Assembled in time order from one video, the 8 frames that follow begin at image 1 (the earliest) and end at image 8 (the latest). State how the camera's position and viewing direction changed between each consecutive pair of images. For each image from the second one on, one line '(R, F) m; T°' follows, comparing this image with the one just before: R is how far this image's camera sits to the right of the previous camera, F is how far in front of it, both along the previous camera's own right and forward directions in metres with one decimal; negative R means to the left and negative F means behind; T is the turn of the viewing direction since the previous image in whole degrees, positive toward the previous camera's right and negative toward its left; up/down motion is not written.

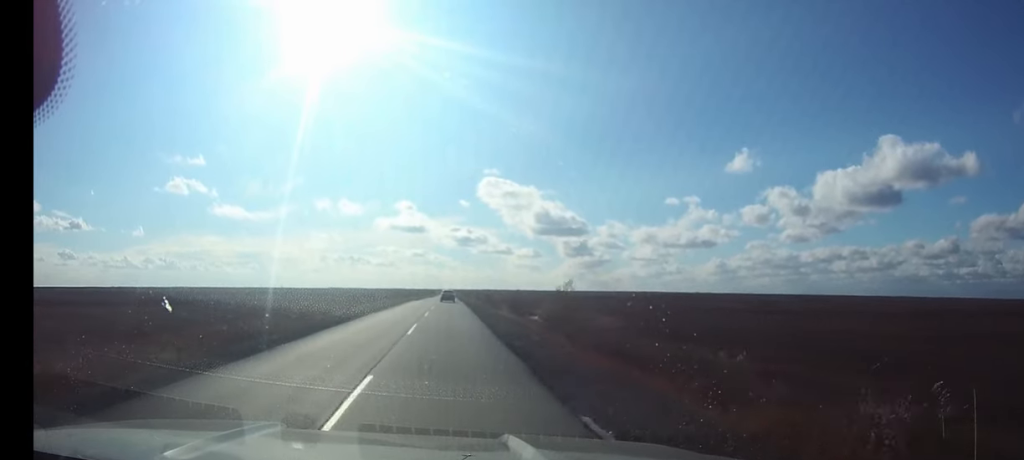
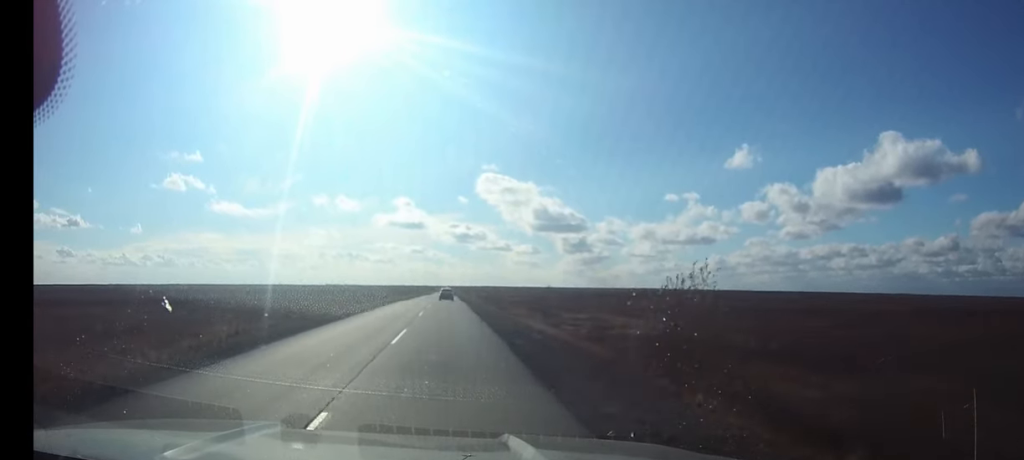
(0.0, +17.2) m; 0°
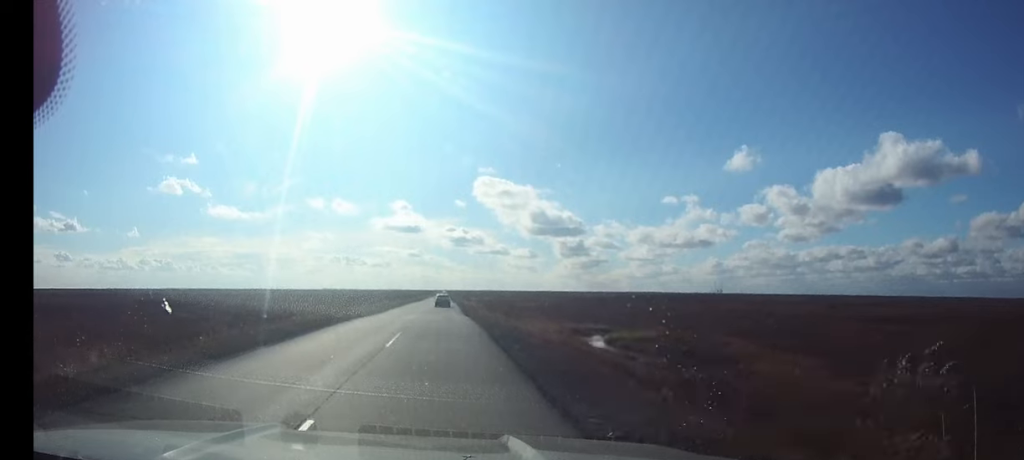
(0.0, +23.9) m; 0°
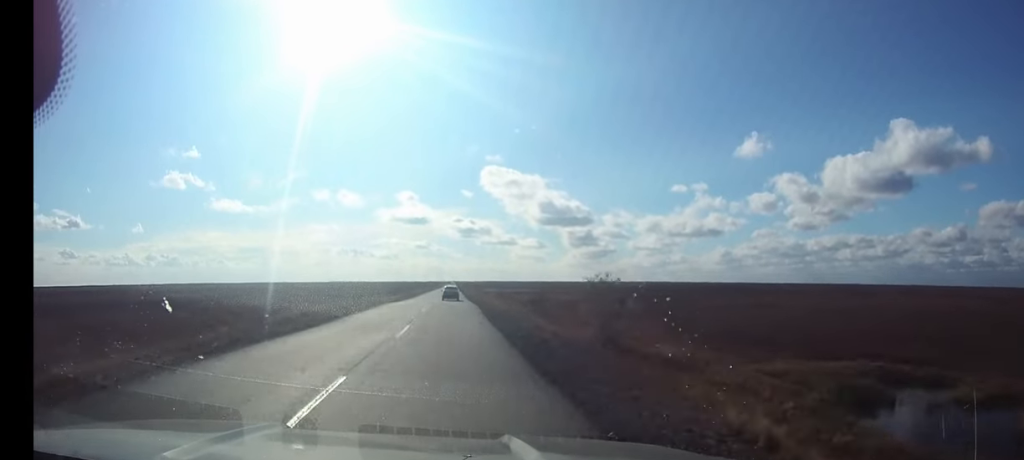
(-0.2, +42.9) m; 0°
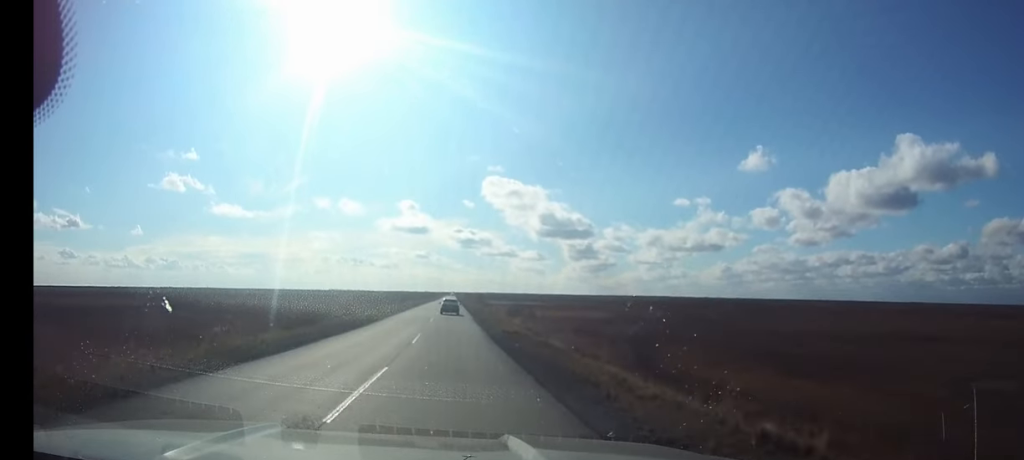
(0.0, +32.1) m; 0°
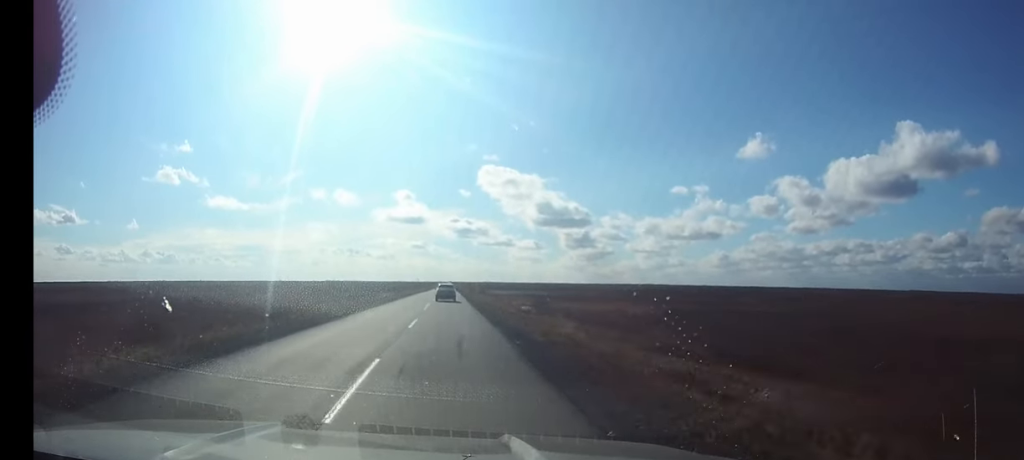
(0.0, +30.9) m; 0°
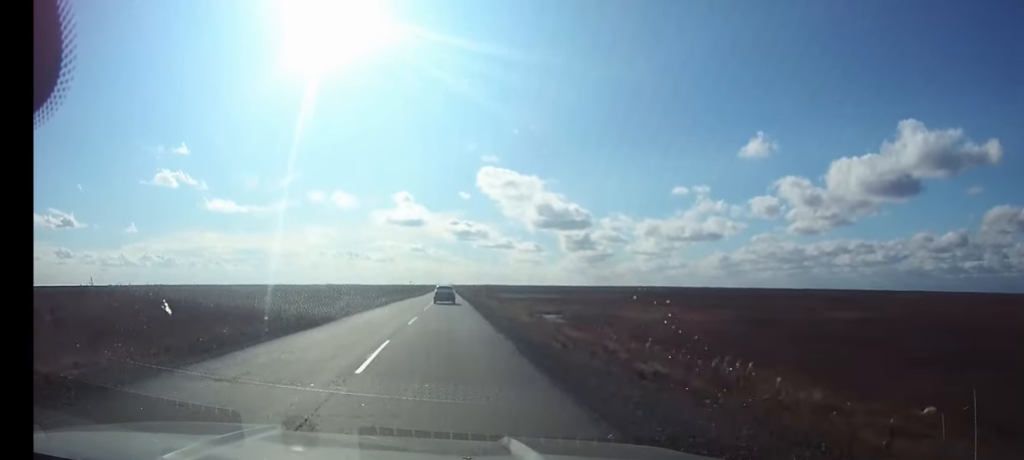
(0.0, +25.9) m; 0°
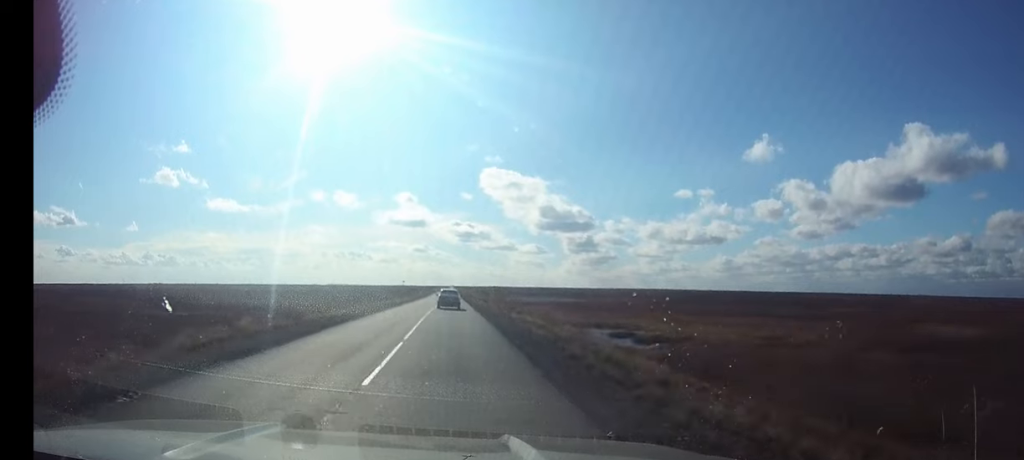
(0.0, +24.8) m; 0°
